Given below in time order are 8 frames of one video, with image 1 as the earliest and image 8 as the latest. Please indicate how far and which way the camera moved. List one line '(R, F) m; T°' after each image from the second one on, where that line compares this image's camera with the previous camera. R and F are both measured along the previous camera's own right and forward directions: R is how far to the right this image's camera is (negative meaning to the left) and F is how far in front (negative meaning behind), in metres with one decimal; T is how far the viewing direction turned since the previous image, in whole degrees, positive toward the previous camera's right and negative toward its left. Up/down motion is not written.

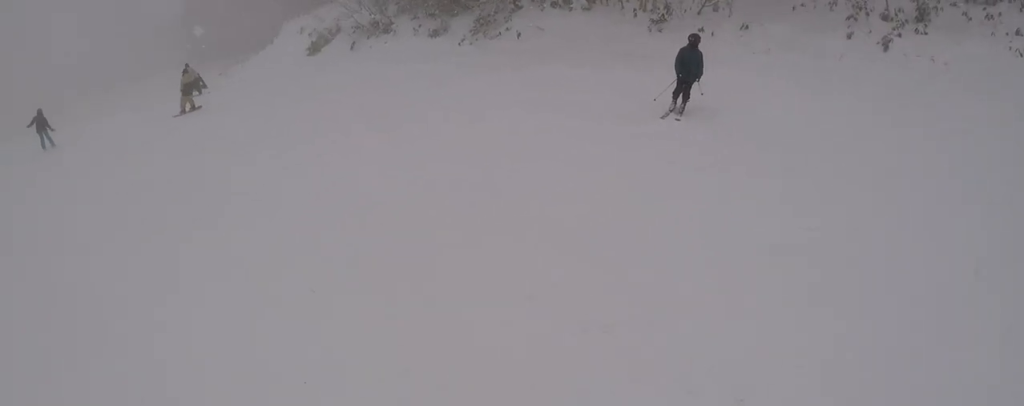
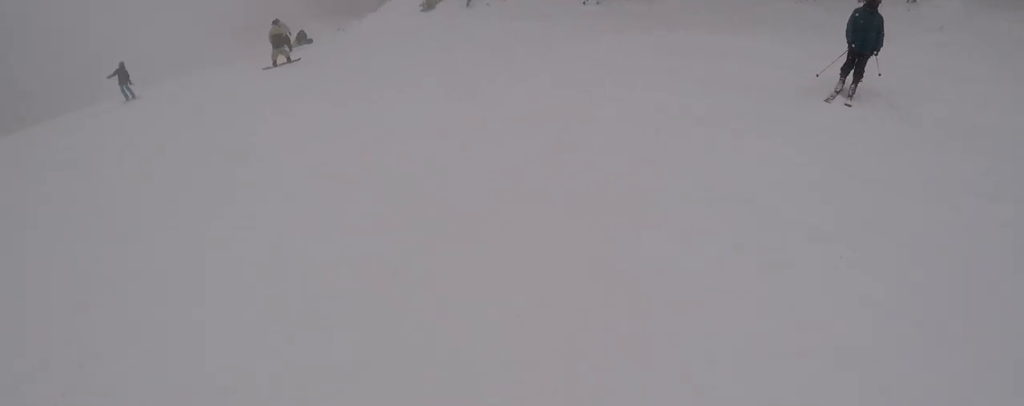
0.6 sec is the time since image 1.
(0.0, +2.2) m; -9°
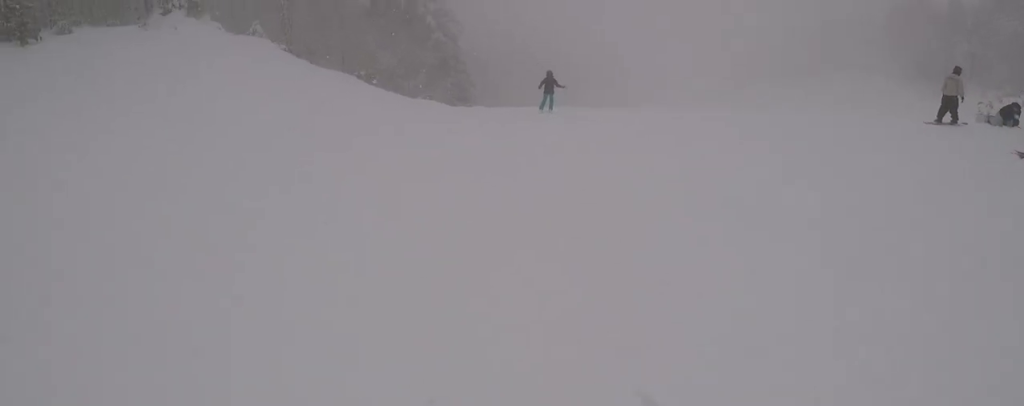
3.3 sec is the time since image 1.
(-6.9, +8.1) m; -78°
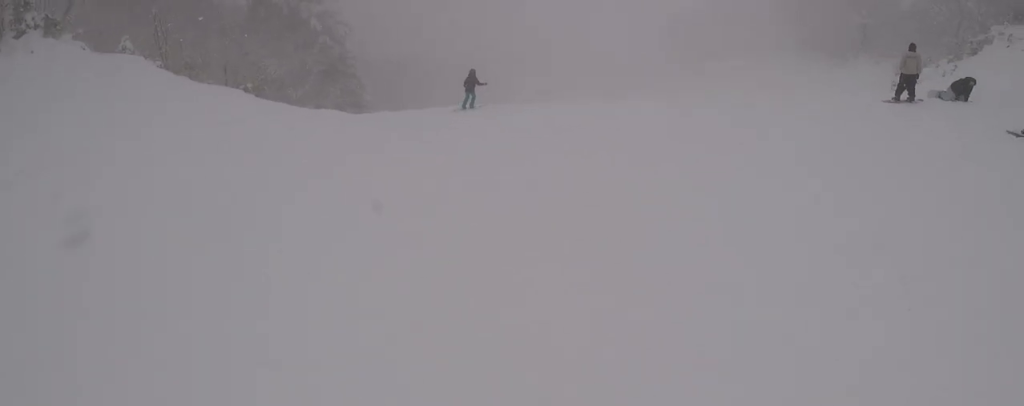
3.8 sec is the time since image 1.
(-0.6, +2.1) m; -3°
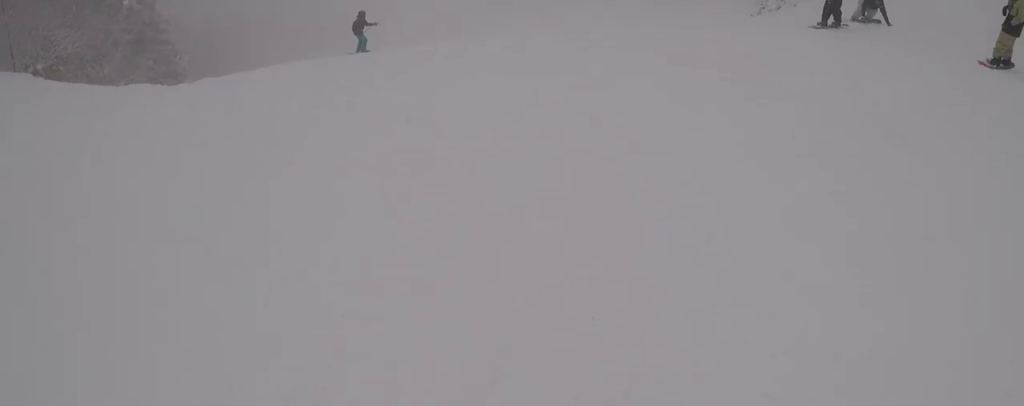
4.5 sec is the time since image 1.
(-0.9, +2.8) m; +6°
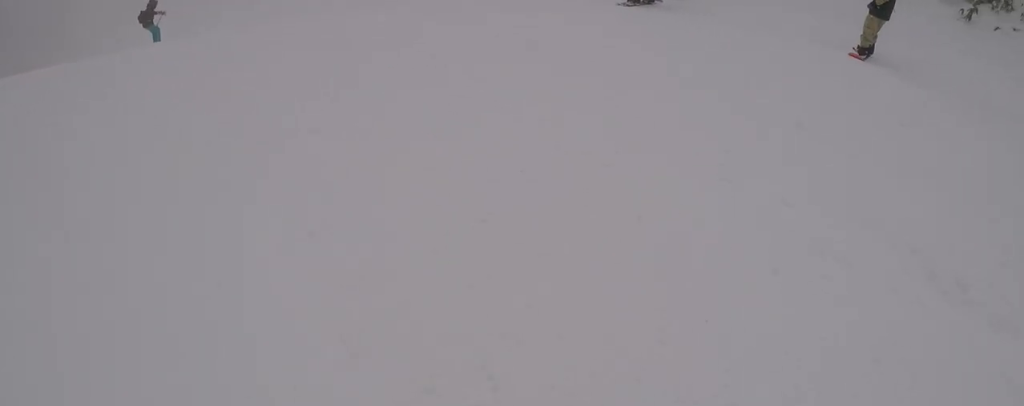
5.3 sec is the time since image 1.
(+1.1, +3.3) m; +39°
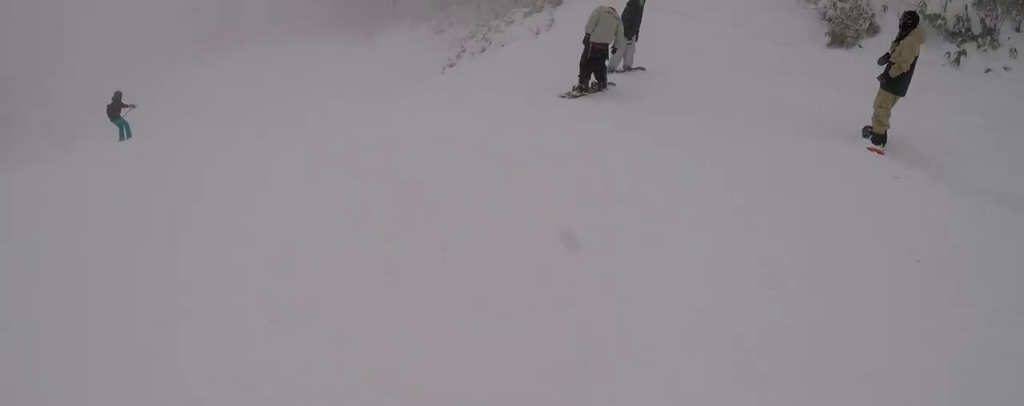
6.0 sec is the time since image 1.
(+1.0, +2.4) m; +13°
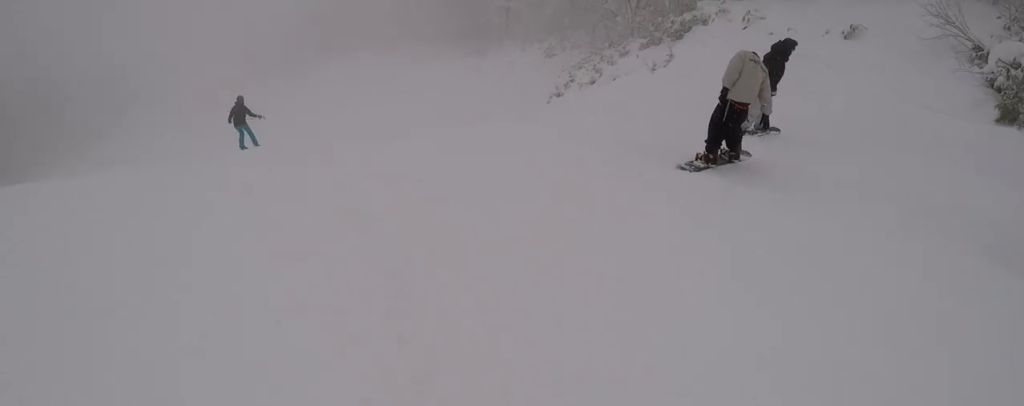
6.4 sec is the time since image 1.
(+0.5, +2.0) m; +7°
